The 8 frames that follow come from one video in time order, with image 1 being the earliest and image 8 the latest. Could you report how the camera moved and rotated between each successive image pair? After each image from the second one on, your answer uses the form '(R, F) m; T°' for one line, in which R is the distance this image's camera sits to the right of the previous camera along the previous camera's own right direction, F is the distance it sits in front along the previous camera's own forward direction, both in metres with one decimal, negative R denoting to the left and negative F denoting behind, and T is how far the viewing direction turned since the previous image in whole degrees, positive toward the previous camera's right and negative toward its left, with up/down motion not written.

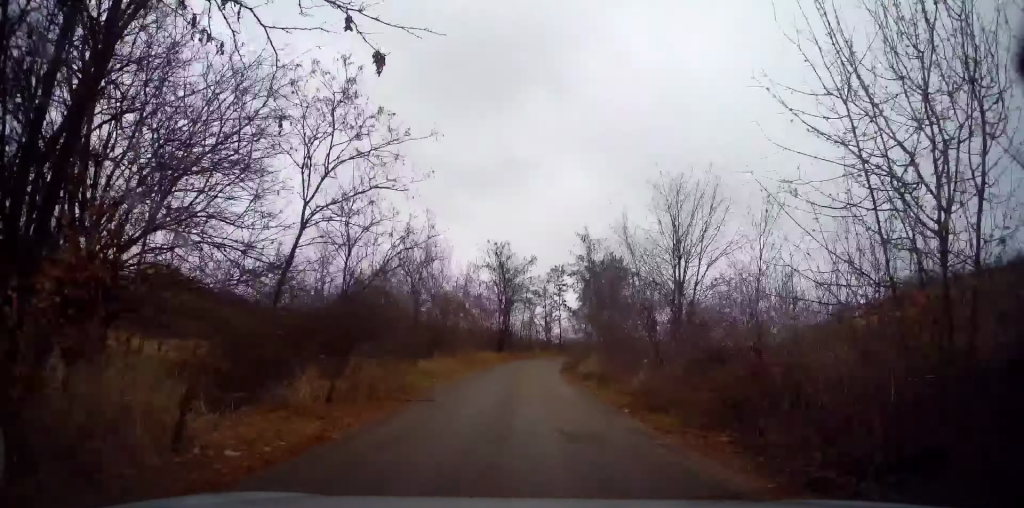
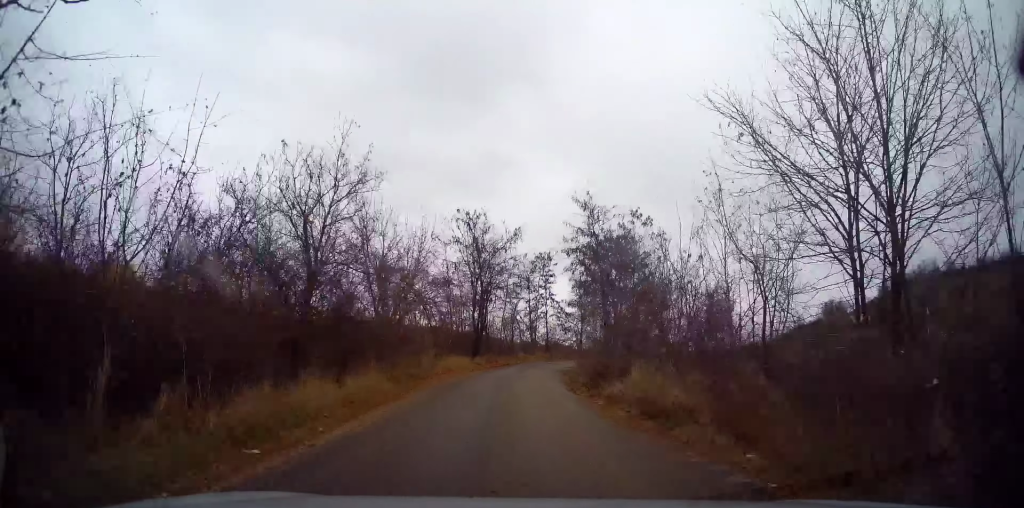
(+0.2, +11.6) m; +3°
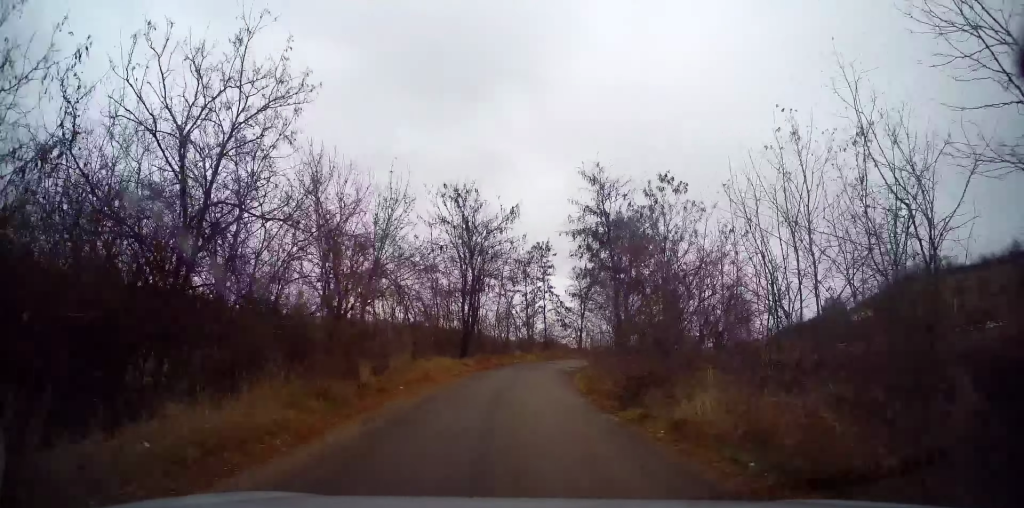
(+0.2, +5.3) m; +1°
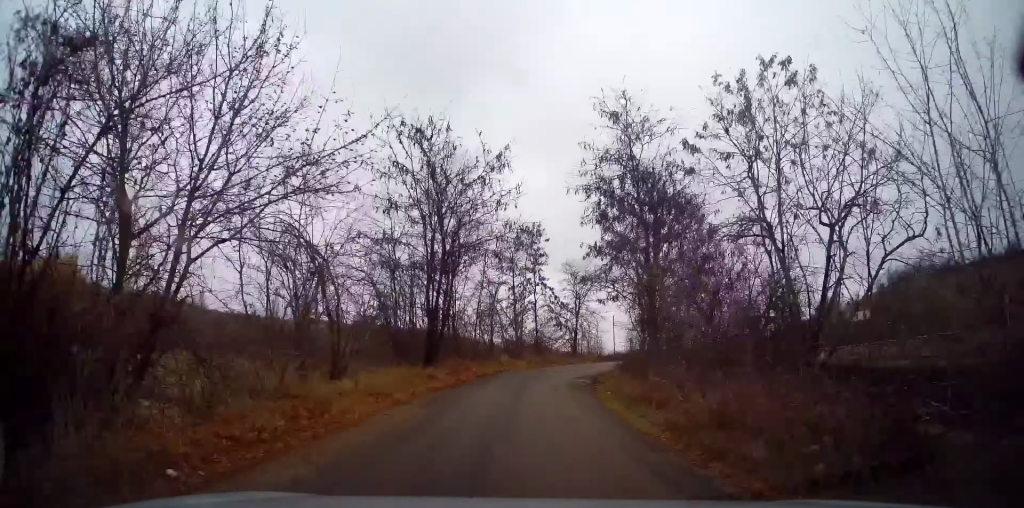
(+0.2, +9.0) m; +2°
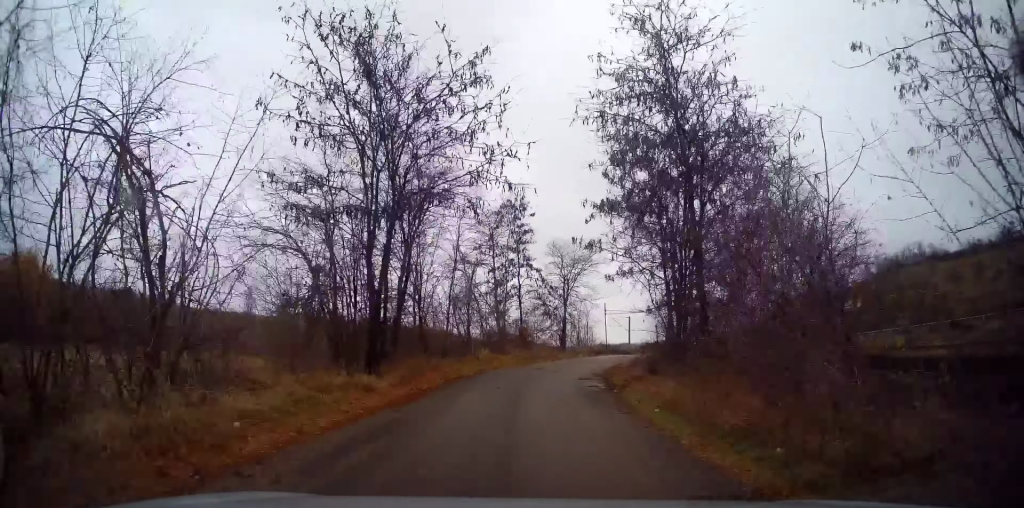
(-0.1, +6.6) m; +2°
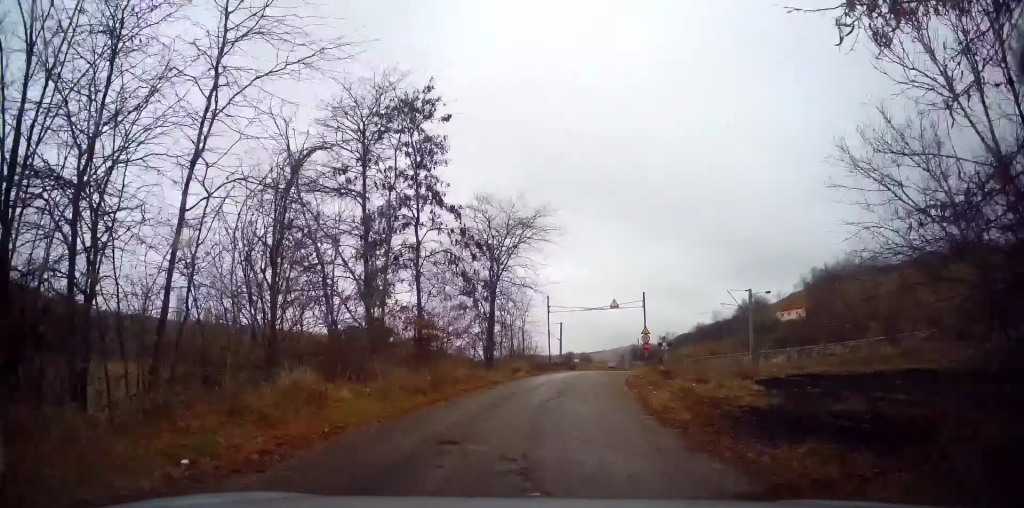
(+1.4, +19.1) m; +9°
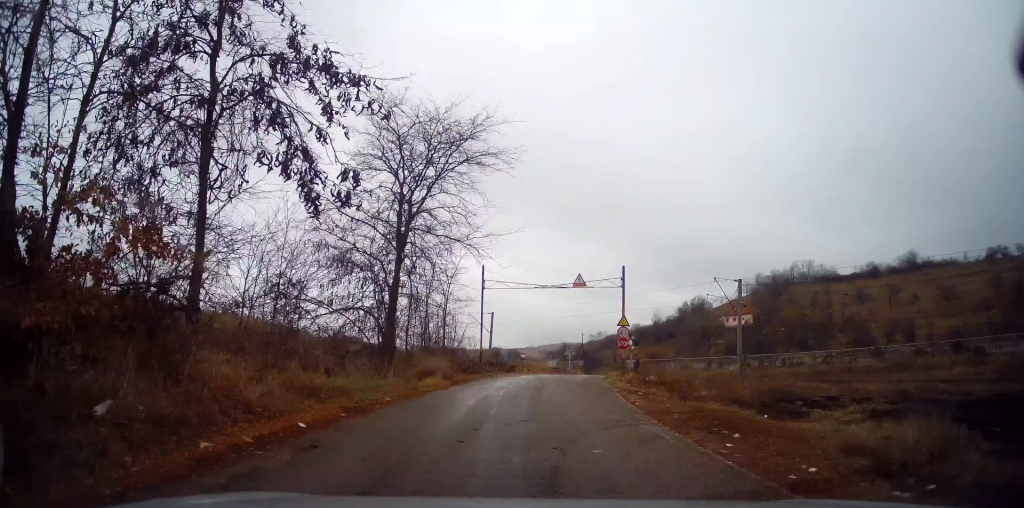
(+0.8, +12.4) m; +7°
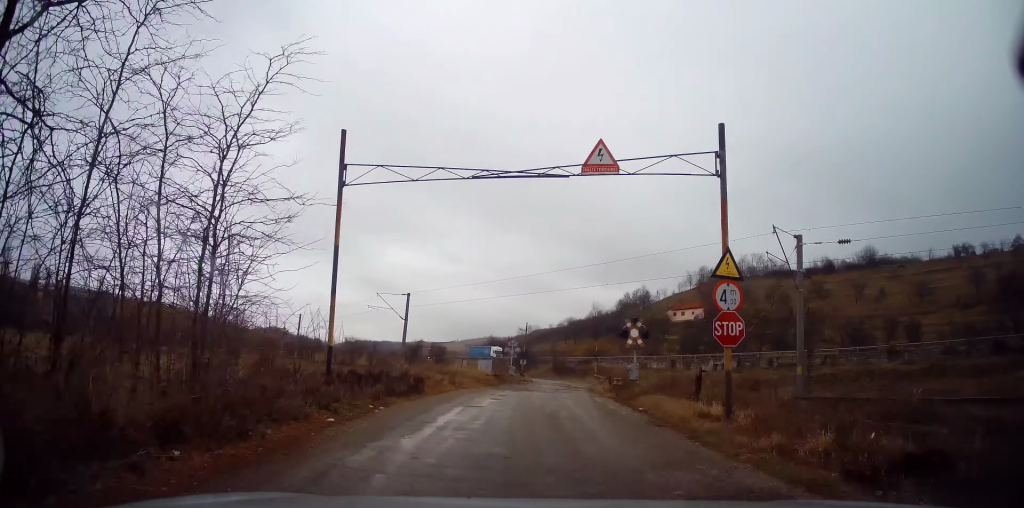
(+1.4, +17.1) m; +10°
